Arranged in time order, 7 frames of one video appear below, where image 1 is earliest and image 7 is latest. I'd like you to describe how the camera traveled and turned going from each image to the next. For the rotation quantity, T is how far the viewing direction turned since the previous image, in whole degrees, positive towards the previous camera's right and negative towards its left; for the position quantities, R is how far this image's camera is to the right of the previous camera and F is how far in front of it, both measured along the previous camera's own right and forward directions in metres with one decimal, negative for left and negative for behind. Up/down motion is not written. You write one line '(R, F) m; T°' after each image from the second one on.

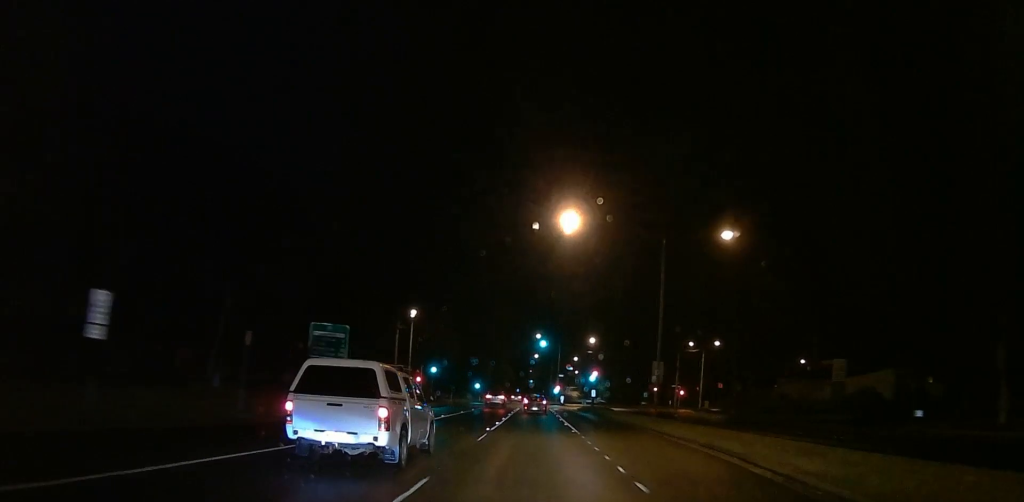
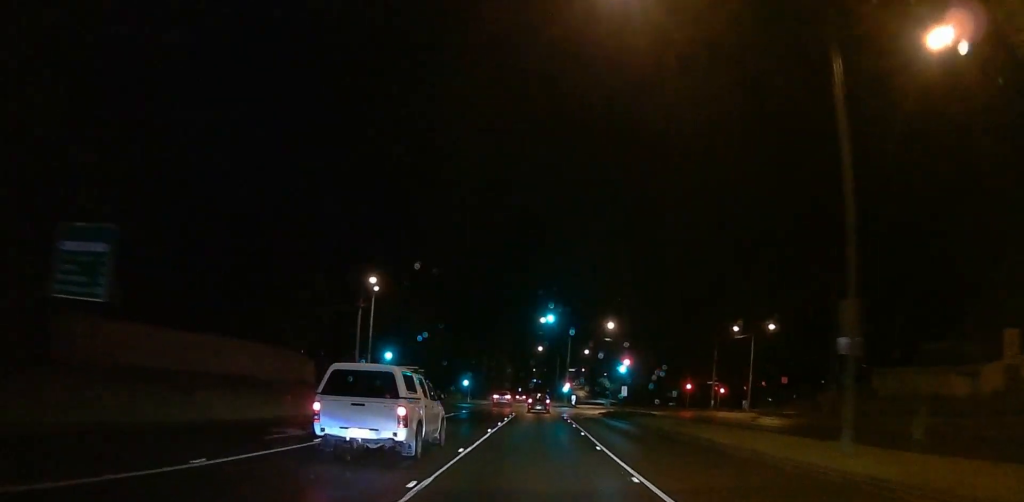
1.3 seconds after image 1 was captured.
(-0.2, +19.9) m; -3°
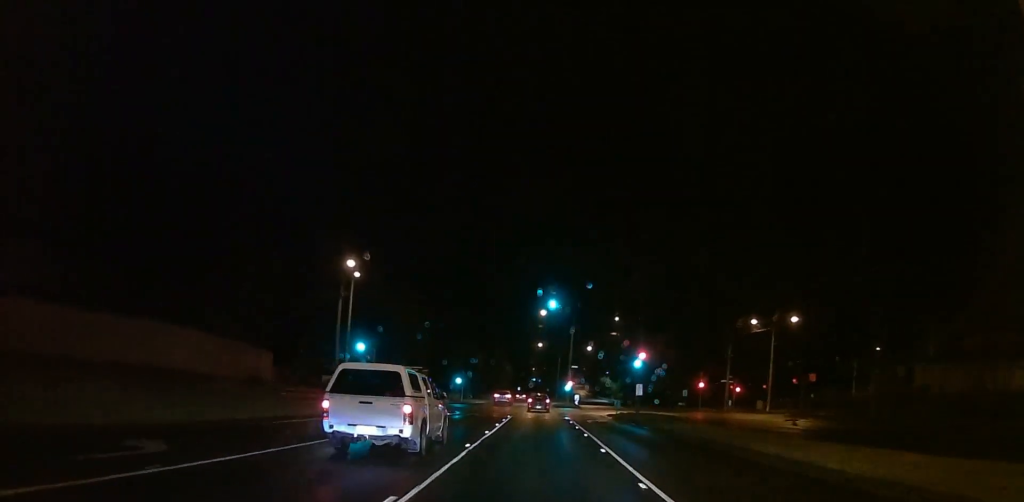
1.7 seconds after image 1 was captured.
(-0.3, +7.0) m; -1°
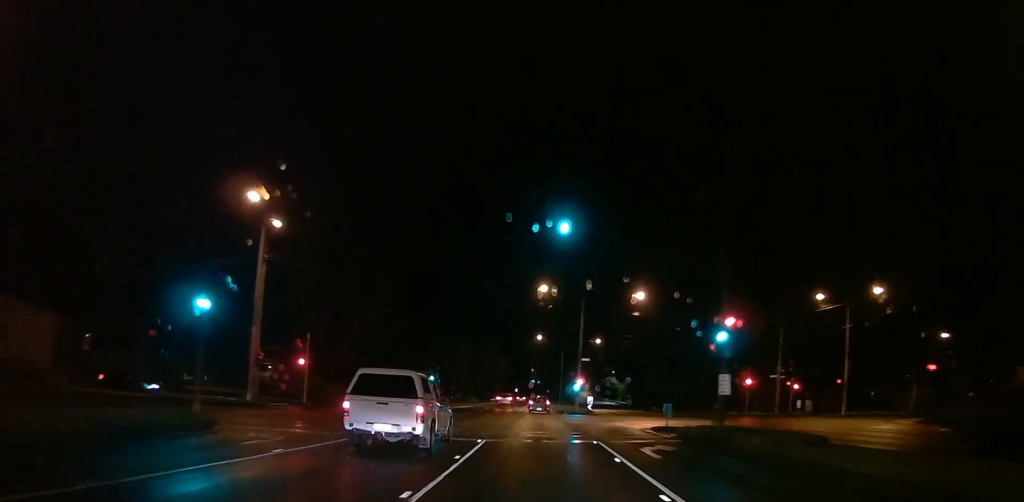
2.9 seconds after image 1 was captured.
(-0.4, +19.3) m; -1°
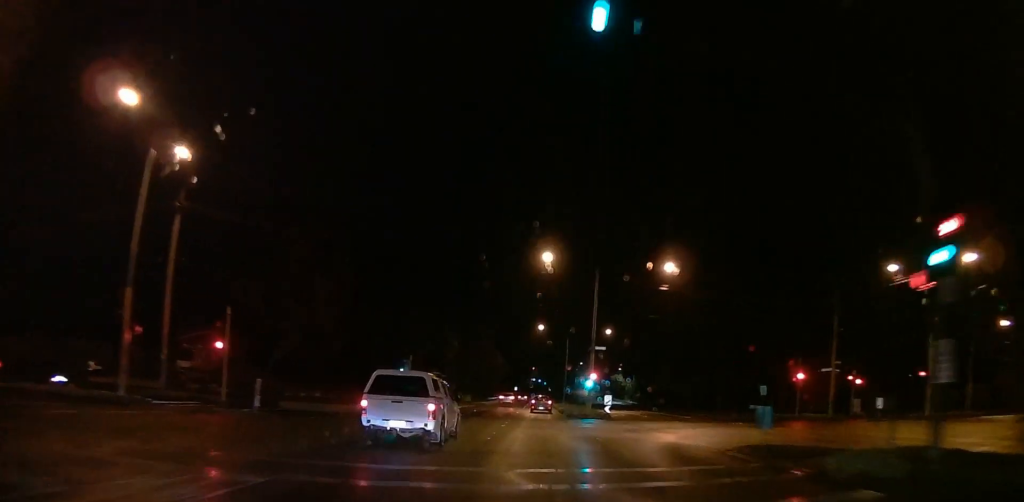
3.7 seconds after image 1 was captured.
(0.0, +13.1) m; 0°
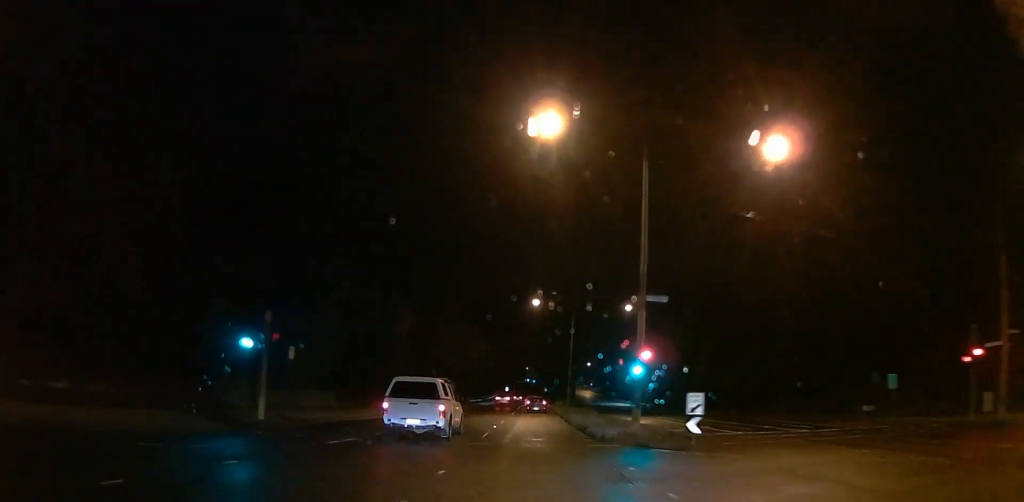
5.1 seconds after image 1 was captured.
(0.0, +24.2) m; +3°
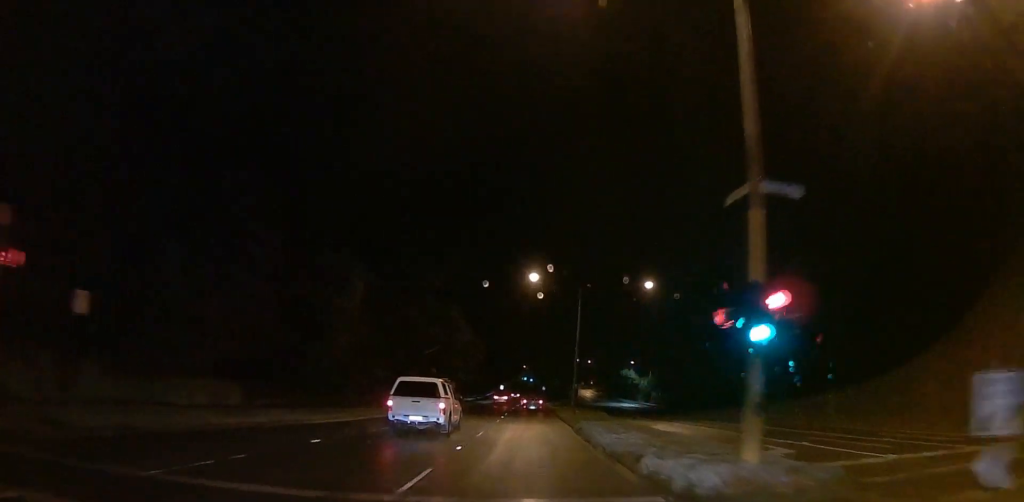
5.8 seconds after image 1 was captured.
(+0.6, +12.8) m; 0°
